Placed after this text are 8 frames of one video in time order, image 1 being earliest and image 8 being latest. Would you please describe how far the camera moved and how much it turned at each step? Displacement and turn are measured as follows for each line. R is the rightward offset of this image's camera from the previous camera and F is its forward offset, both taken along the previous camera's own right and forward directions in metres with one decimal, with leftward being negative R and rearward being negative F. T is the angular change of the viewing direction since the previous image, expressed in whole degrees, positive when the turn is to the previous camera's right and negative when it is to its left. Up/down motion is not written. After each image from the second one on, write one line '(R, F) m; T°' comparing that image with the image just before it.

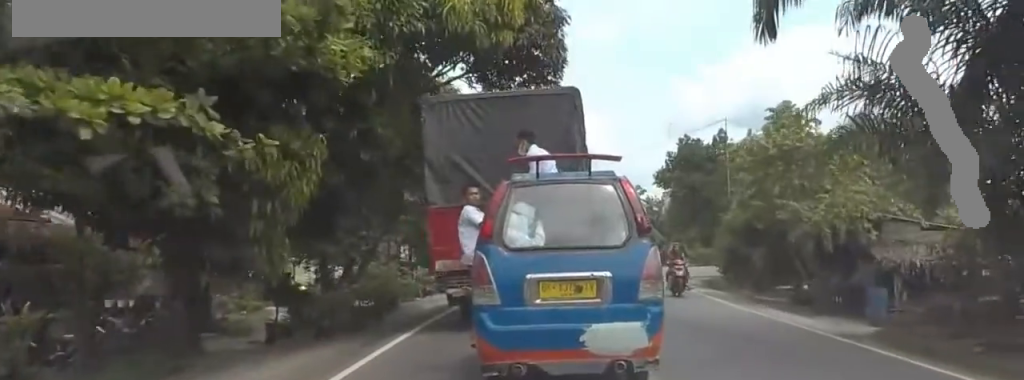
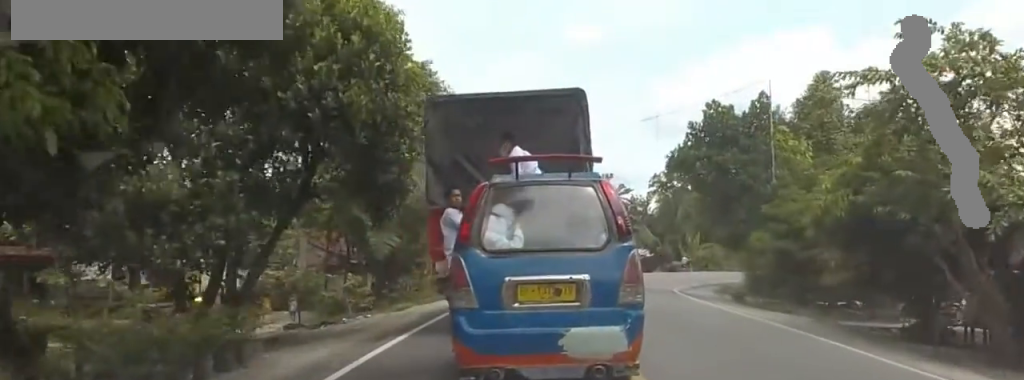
(+1.8, +10.6) m; +13°
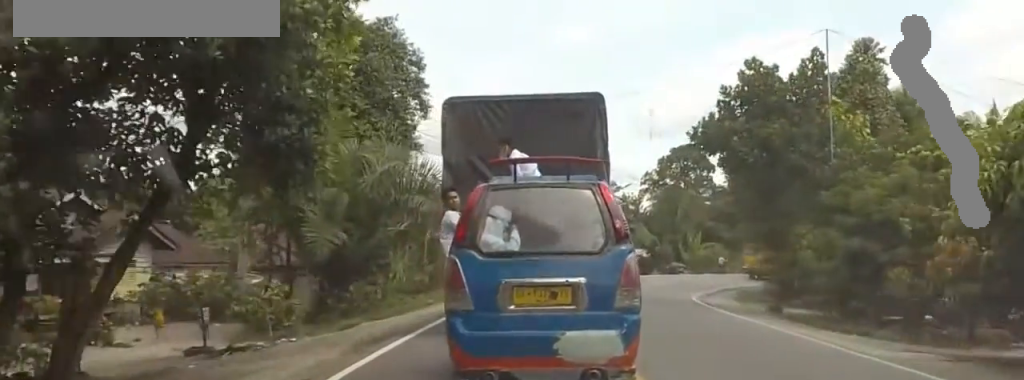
(+0.3, +7.1) m; 0°
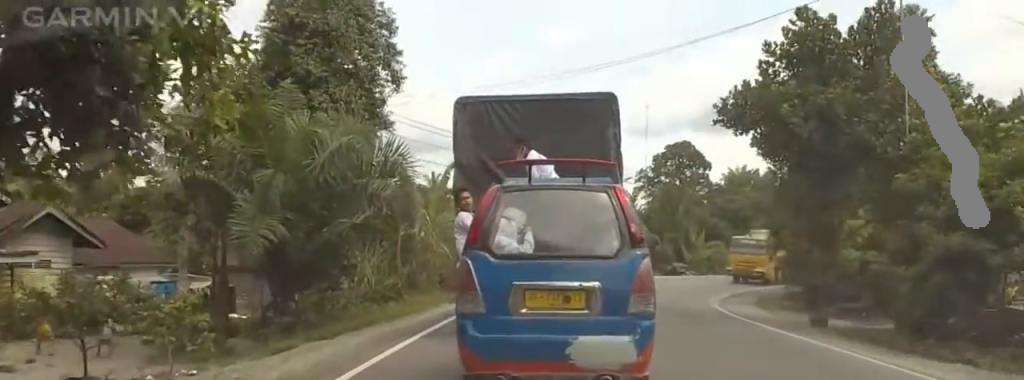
(0.0, +5.1) m; -3°
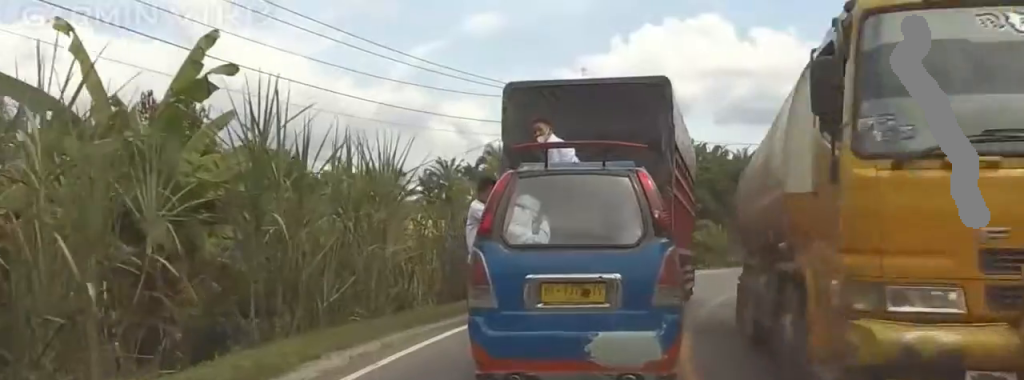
(-2.0, +23.1) m; -5°
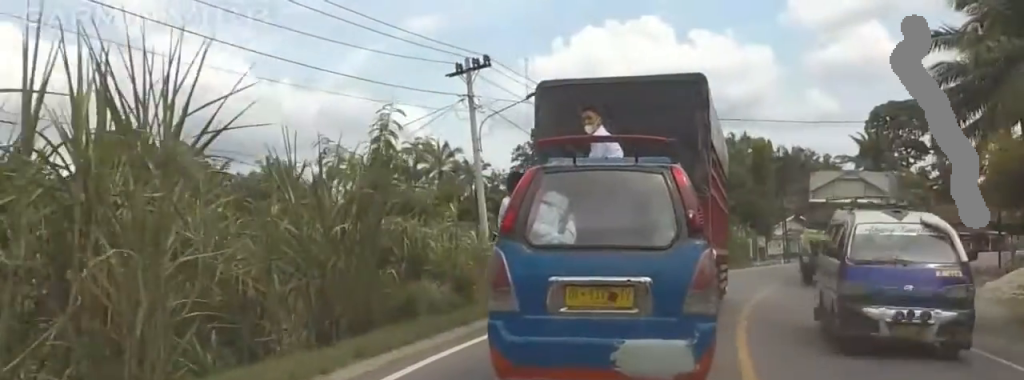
(0.0, +7.8) m; 0°
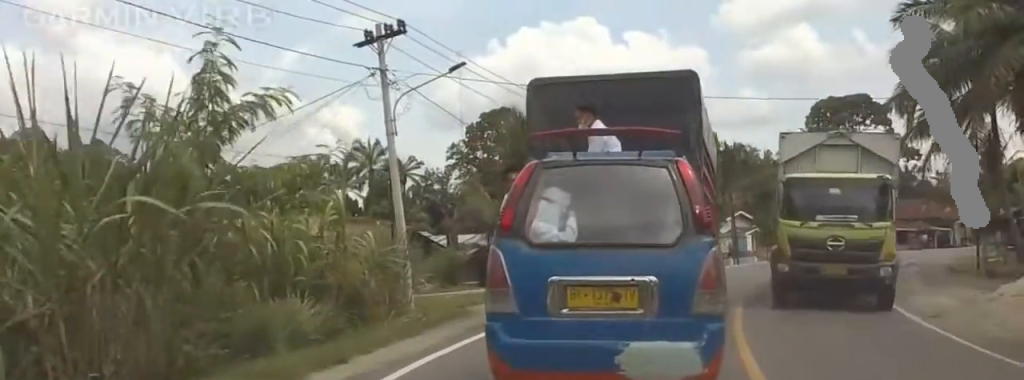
(0.0, +5.1) m; -1°
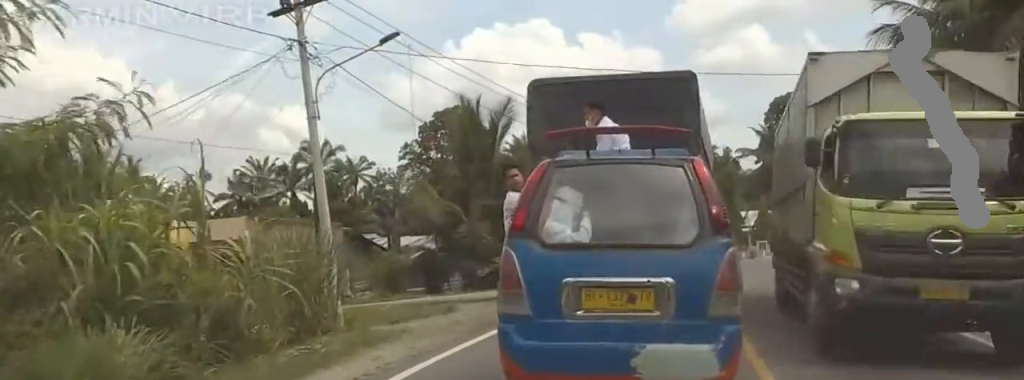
(0.0, +4.1) m; -2°
